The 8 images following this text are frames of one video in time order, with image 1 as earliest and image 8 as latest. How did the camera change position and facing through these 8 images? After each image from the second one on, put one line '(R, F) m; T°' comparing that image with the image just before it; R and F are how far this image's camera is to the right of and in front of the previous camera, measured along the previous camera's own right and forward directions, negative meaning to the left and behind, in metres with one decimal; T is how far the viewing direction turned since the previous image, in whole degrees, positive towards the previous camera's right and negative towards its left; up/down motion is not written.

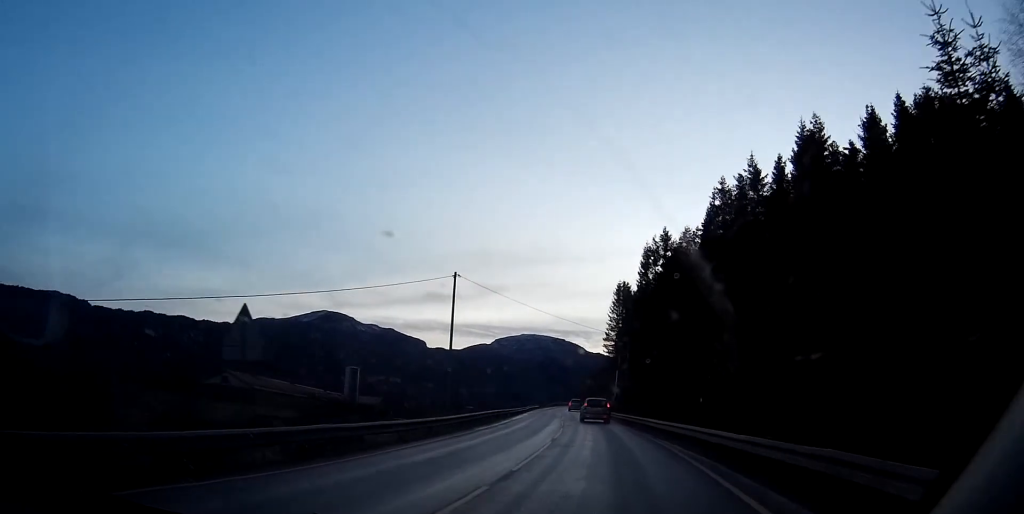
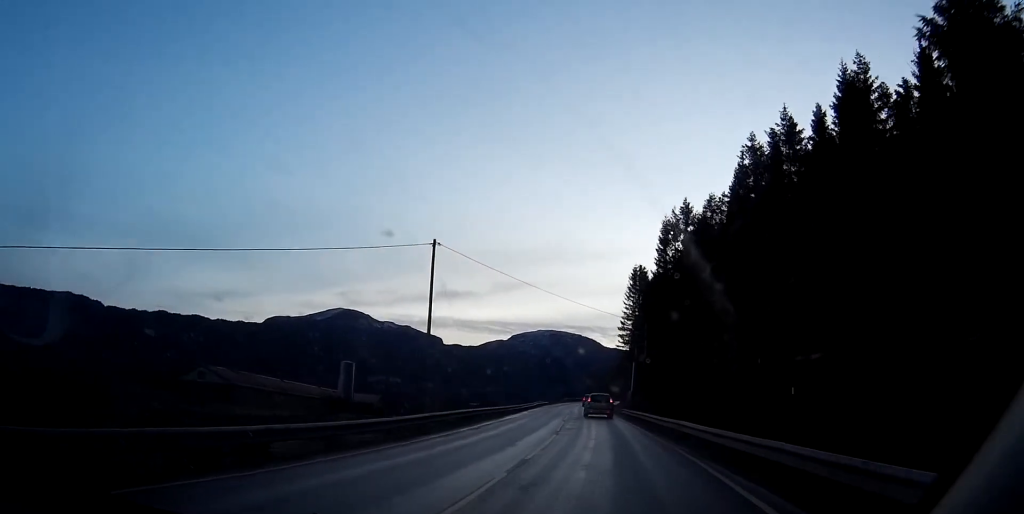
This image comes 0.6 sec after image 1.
(-0.1, +10.0) m; -2°
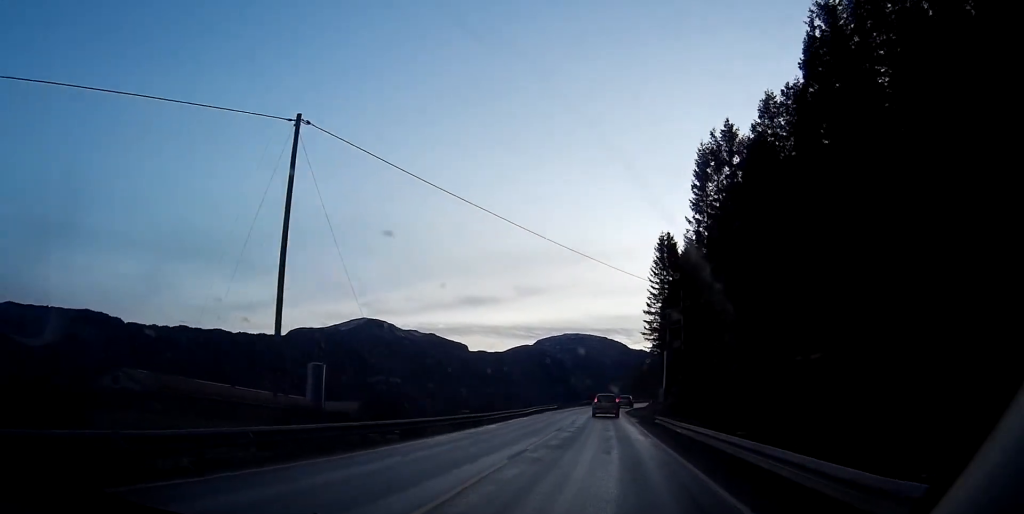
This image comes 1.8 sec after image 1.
(-0.5, +21.6) m; -1°
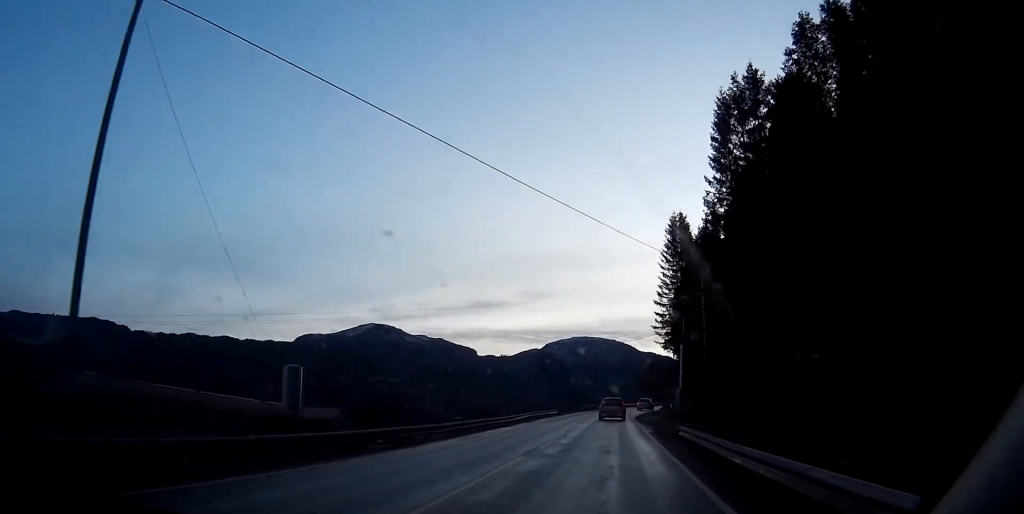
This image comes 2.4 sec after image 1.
(-0.1, +9.9) m; +1°
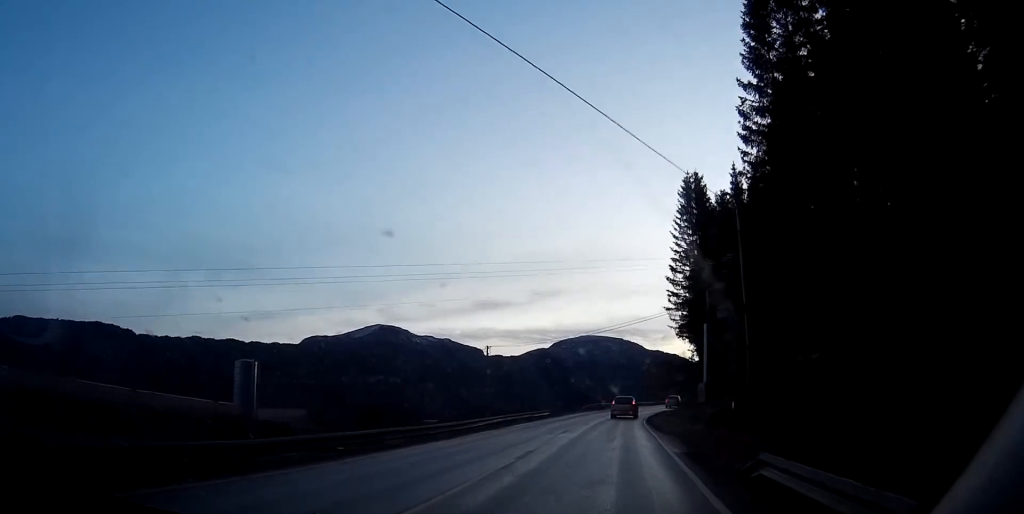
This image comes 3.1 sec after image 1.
(+0.3, +13.3) m; +1°
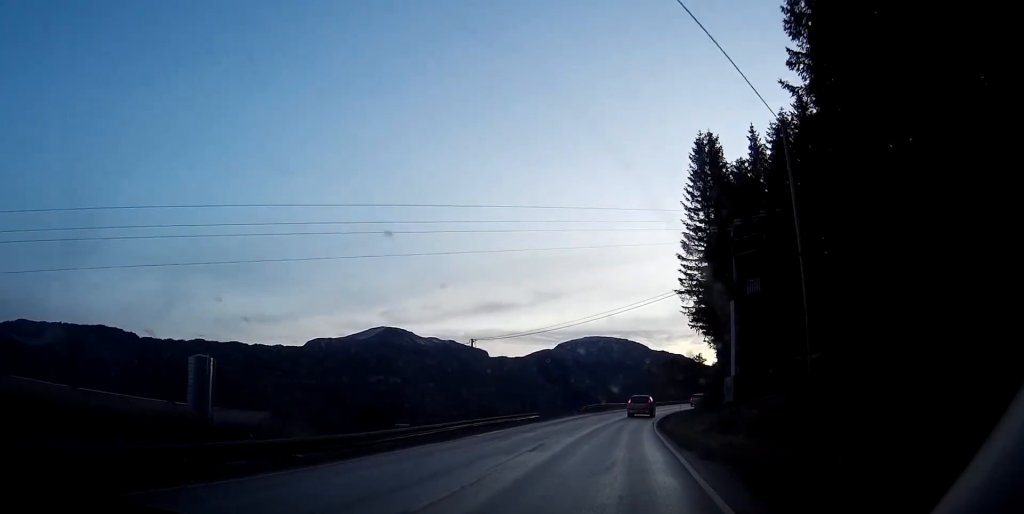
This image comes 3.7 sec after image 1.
(+0.1, +9.8) m; 0°
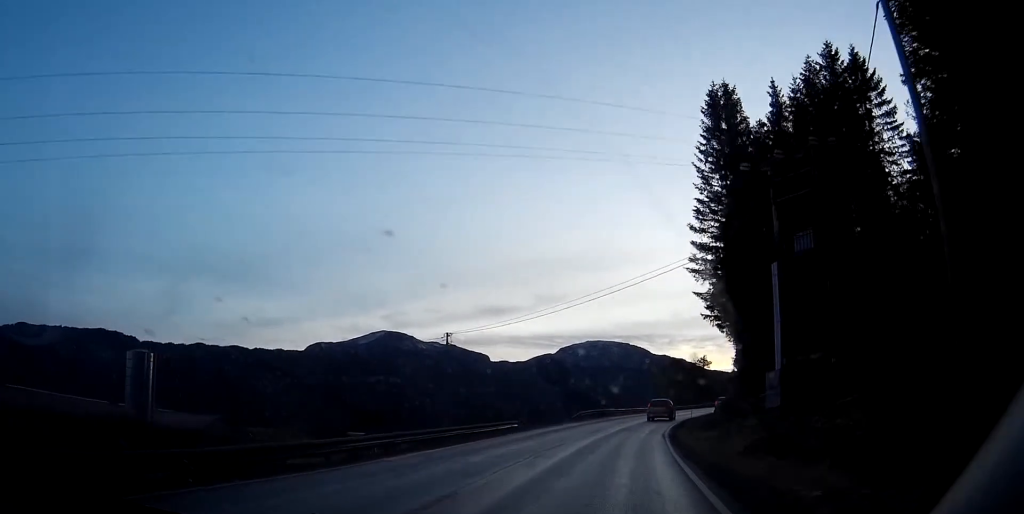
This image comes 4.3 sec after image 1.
(0.0, +9.9) m; 0°
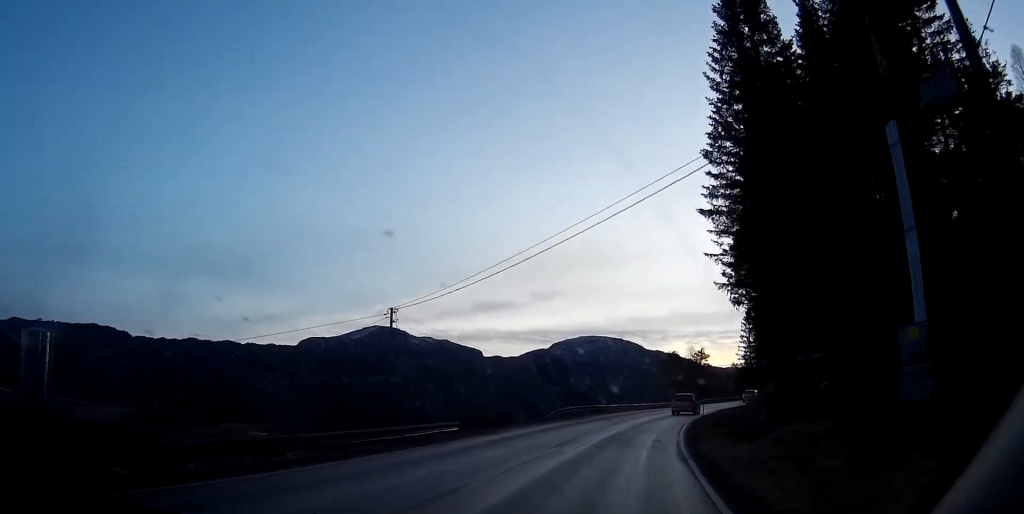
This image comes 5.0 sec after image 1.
(-0.1, +12.4) m; 0°
